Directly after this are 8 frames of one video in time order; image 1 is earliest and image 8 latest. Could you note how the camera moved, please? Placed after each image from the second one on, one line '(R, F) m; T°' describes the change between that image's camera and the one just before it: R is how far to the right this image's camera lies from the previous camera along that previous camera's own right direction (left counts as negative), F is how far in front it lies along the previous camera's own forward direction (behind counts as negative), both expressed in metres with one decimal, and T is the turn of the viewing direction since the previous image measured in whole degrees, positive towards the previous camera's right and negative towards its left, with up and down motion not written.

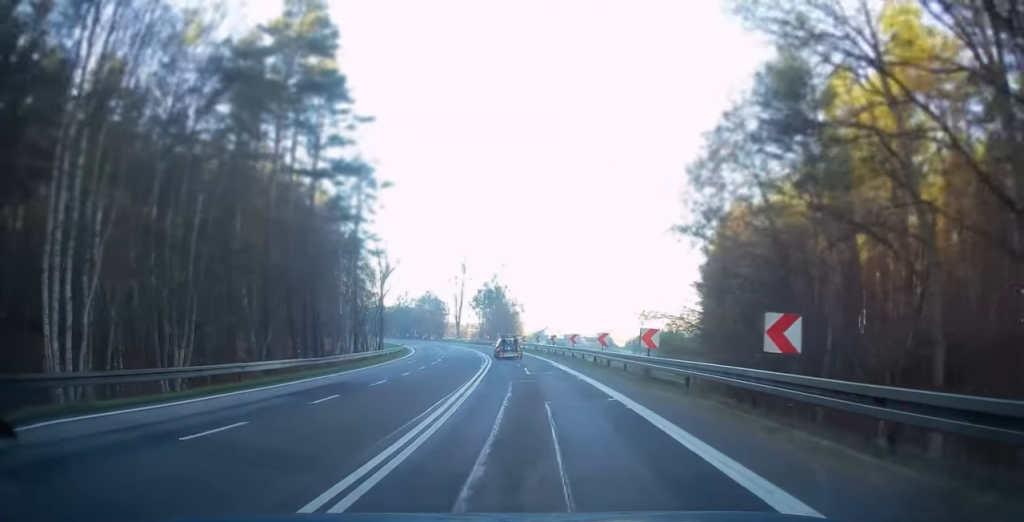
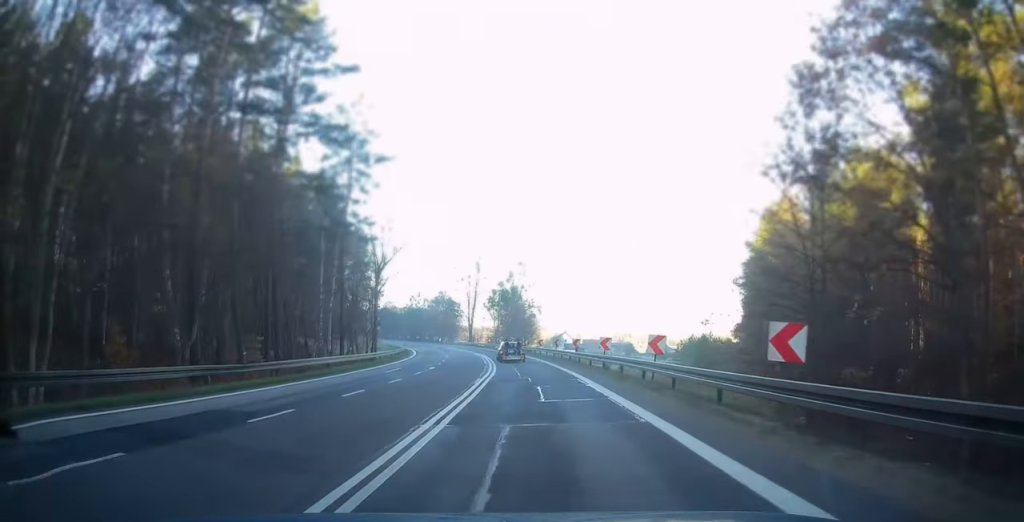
(-0.2, +9.8) m; -1°
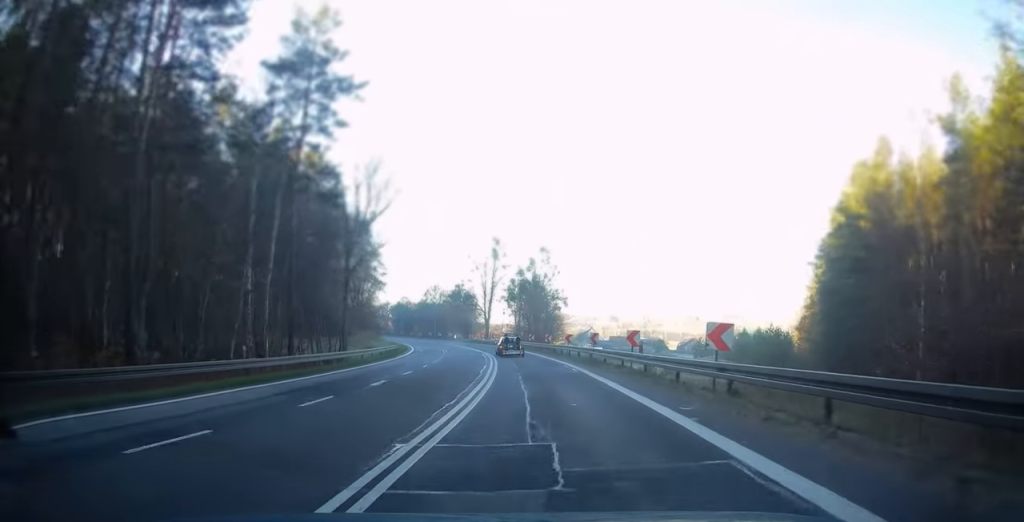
(0.0, +15.8) m; -2°
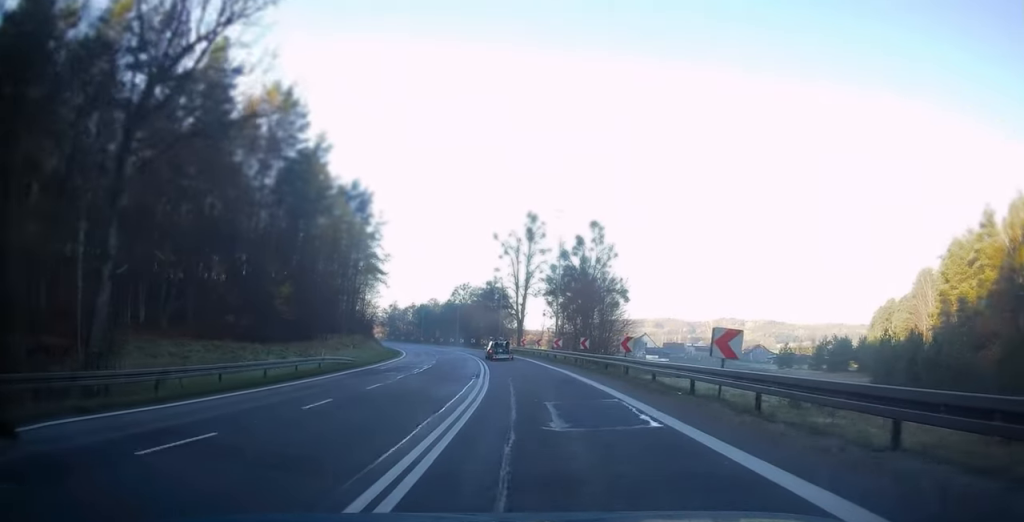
(-1.4, +29.7) m; -5°
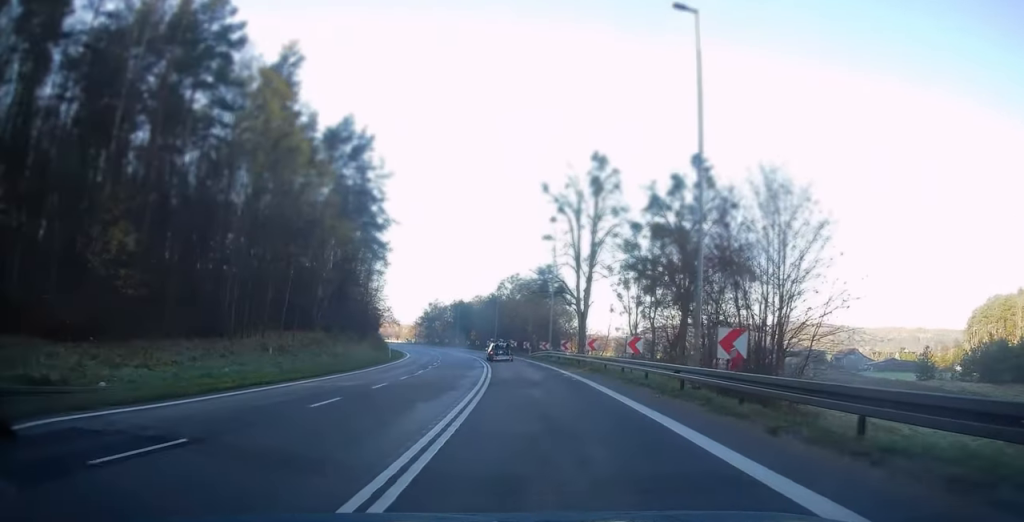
(-1.7, +31.0) m; -6°
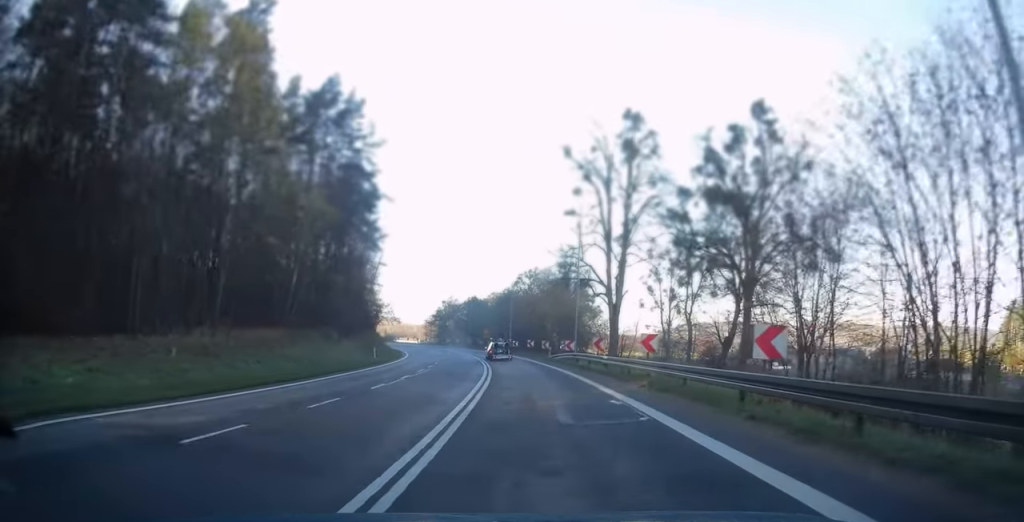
(-0.1, +12.0) m; -2°
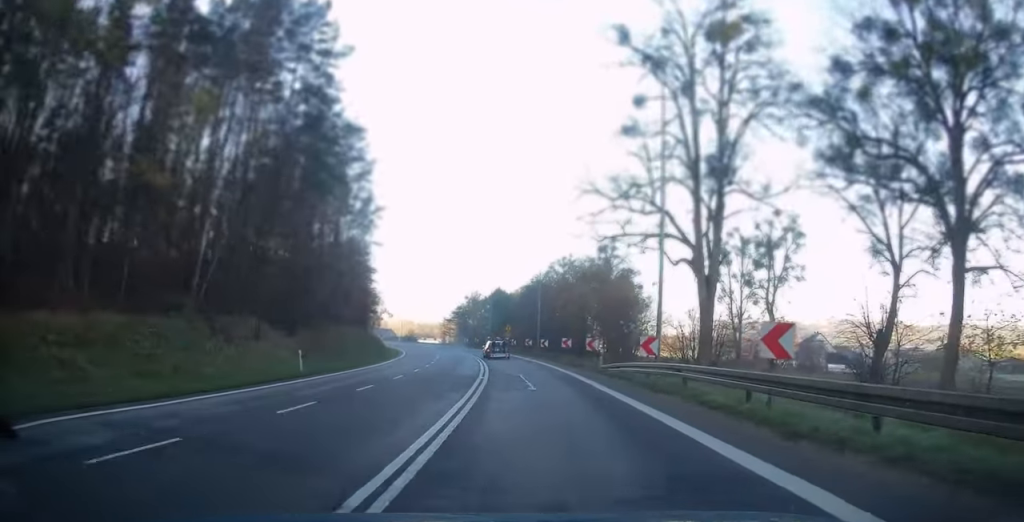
(-0.6, +20.5) m; -4°
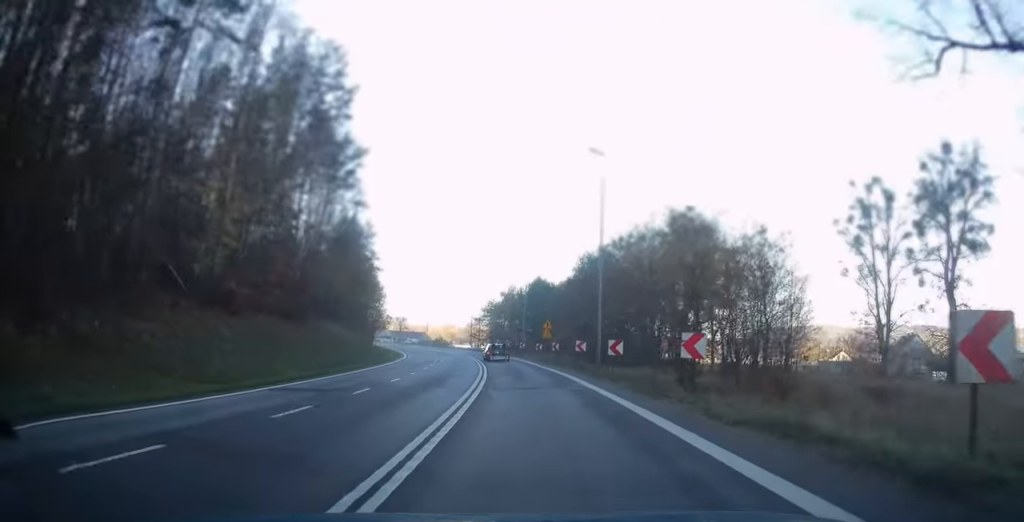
(-1.3, +25.7) m; -4°
